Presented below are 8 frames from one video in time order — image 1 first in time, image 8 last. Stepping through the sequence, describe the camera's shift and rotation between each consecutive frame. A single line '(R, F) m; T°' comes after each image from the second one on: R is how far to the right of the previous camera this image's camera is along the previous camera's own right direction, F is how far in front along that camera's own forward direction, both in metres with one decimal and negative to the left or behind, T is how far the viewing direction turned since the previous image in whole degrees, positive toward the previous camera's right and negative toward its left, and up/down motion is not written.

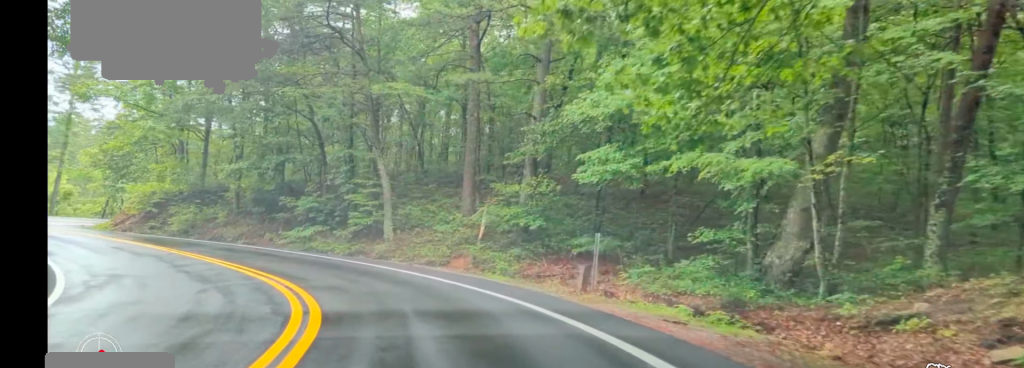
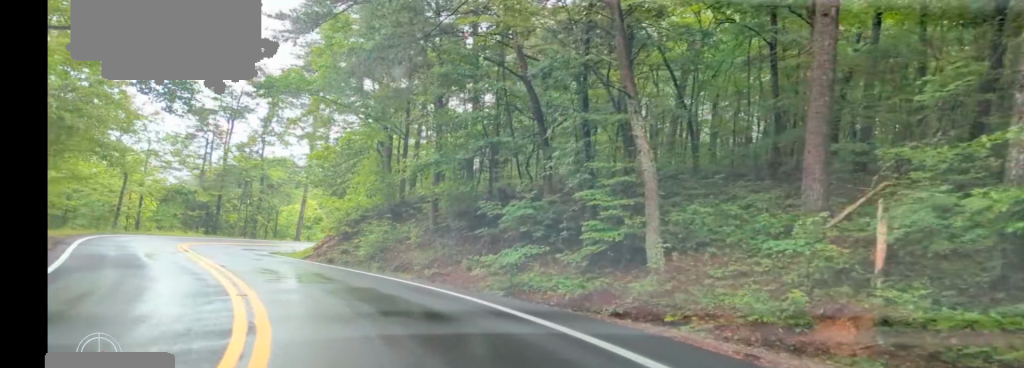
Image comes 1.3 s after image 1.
(-1.9, +12.7) m; -23°
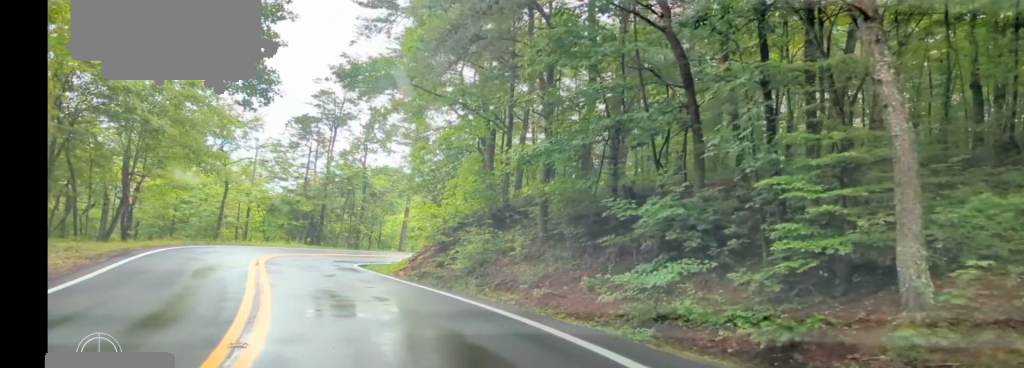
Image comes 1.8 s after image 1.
(-0.8, +4.5) m; -7°
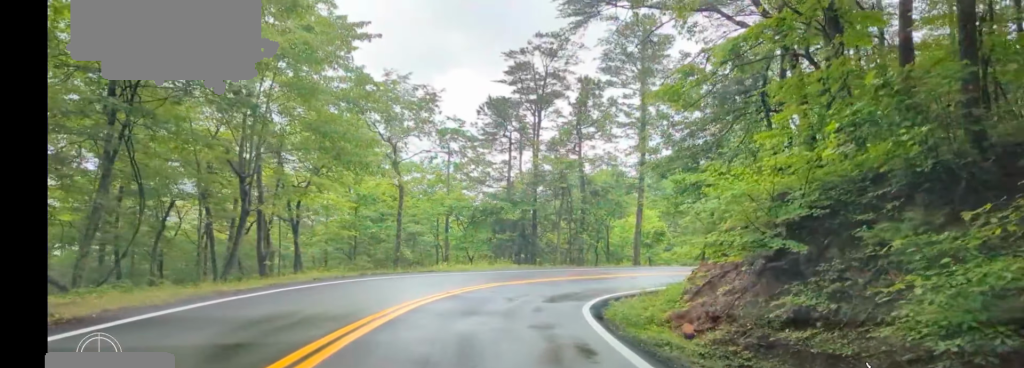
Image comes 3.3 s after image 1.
(-2.1, +13.9) m; -14°
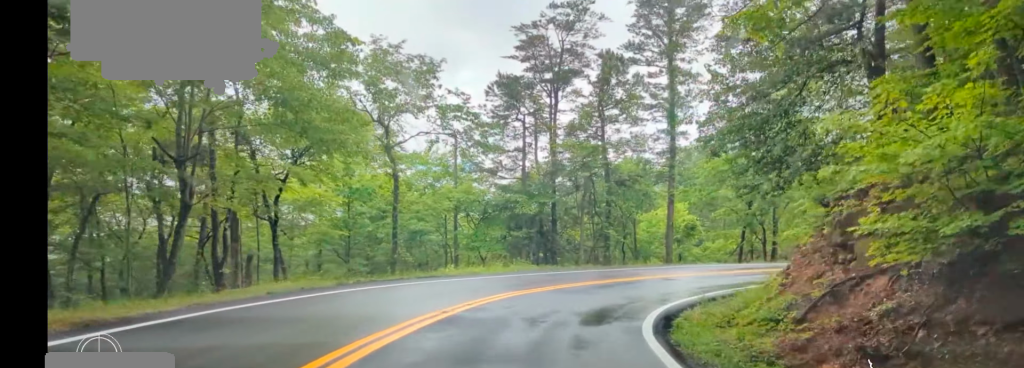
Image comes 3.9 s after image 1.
(-0.3, +4.8) m; 0°
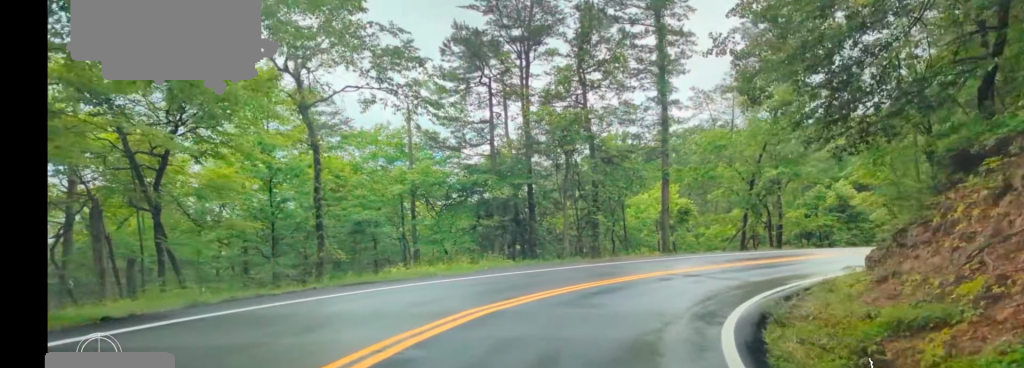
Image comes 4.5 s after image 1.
(-0.1, +5.7) m; +2°
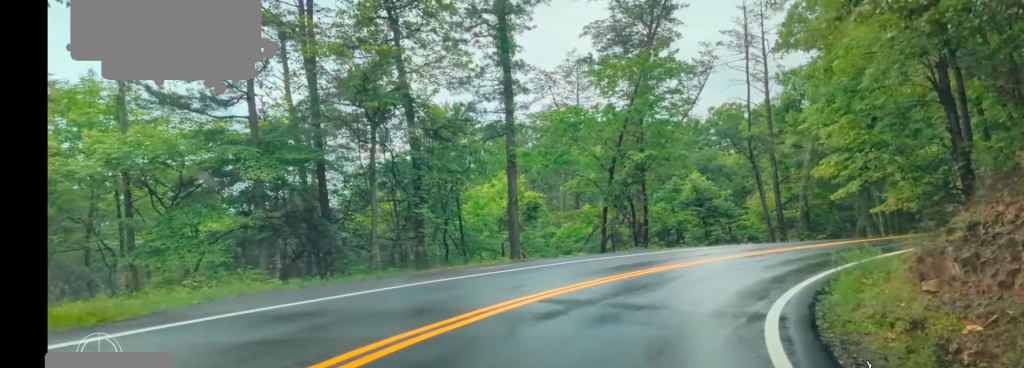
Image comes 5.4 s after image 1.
(+0.5, +8.8) m; +12°
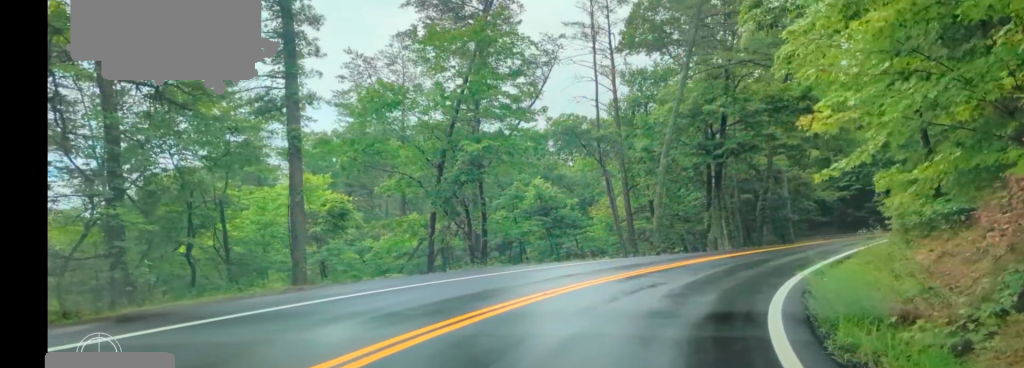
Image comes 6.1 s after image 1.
(+0.8, +6.9) m; +13°
